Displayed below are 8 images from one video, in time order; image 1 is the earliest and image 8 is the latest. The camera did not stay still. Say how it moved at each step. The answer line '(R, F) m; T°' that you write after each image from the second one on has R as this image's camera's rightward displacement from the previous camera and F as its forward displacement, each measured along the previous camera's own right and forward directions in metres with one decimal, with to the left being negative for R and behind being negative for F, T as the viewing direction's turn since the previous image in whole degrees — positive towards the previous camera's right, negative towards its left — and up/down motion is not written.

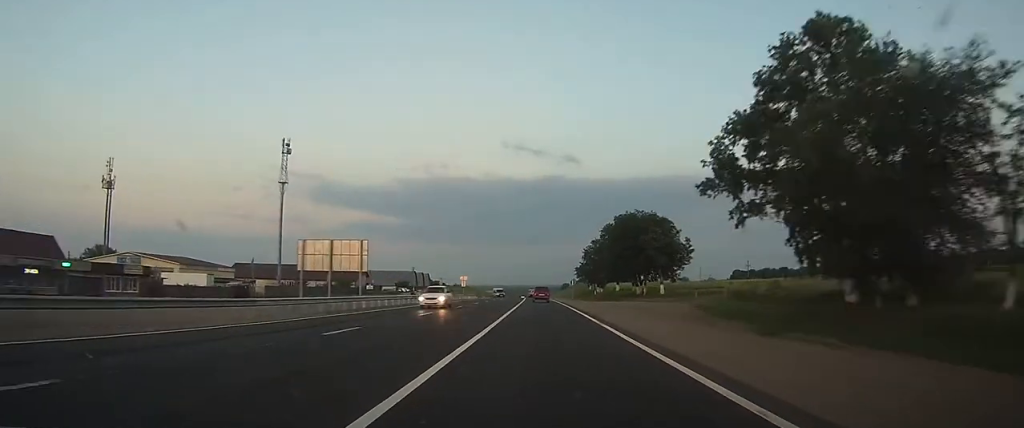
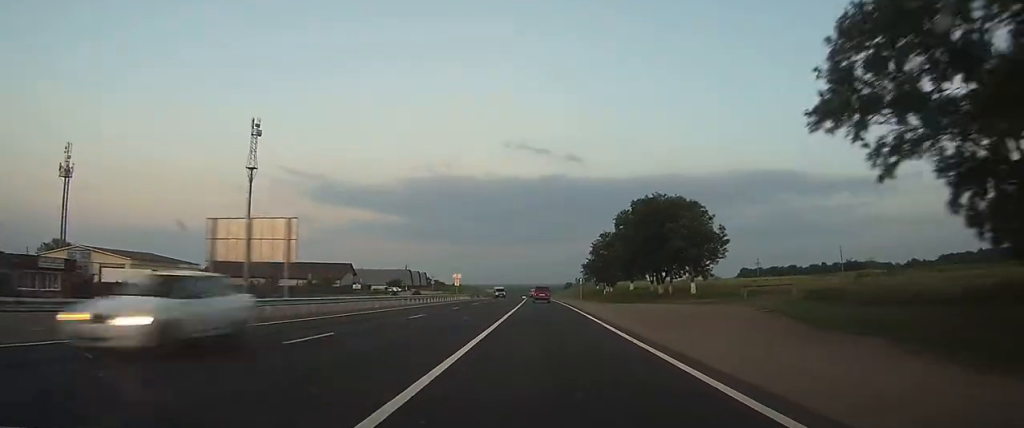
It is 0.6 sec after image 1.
(0.0, +14.5) m; 0°
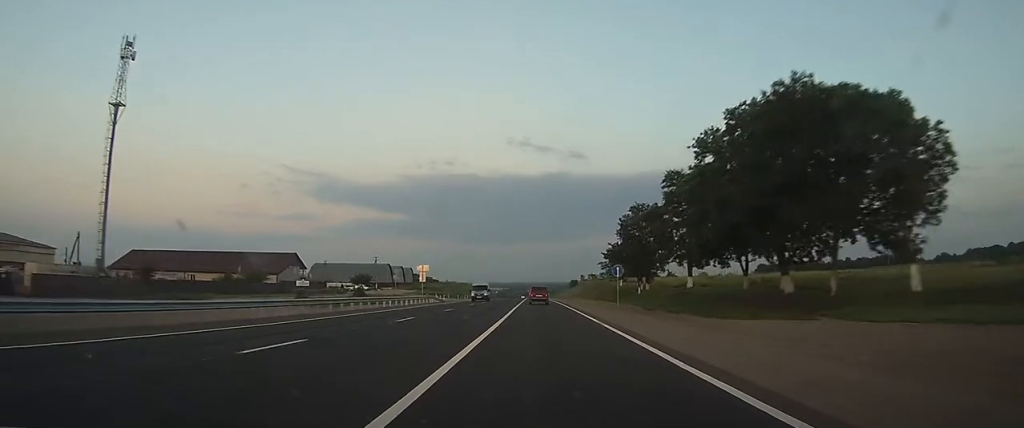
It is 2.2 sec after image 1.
(-0.4, +37.8) m; -1°
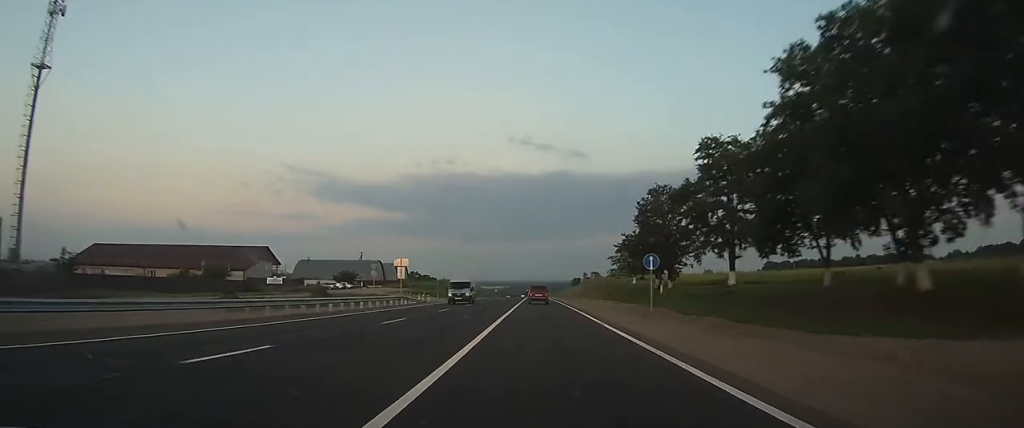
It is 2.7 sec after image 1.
(0.0, +13.6) m; 0°
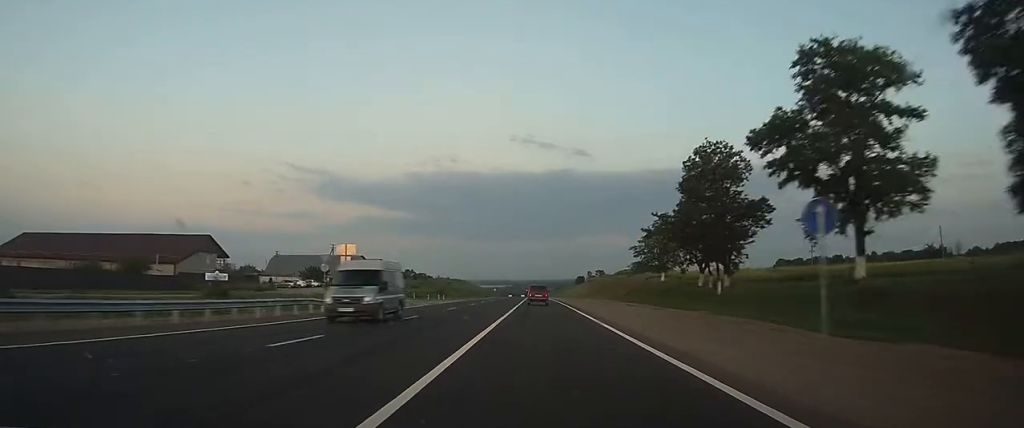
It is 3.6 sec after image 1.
(0.0, +20.8) m; 0°
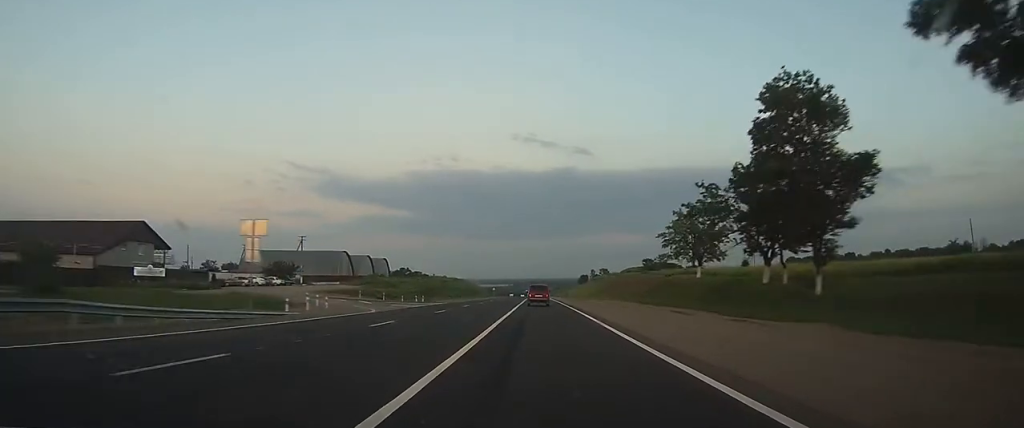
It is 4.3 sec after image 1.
(0.0, +16.8) m; 0°
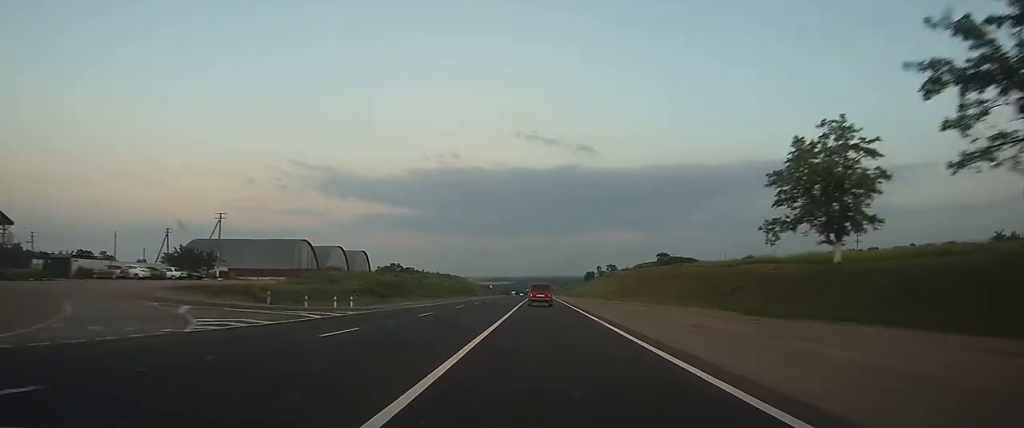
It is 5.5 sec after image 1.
(+0.1, +28.6) m; 0°
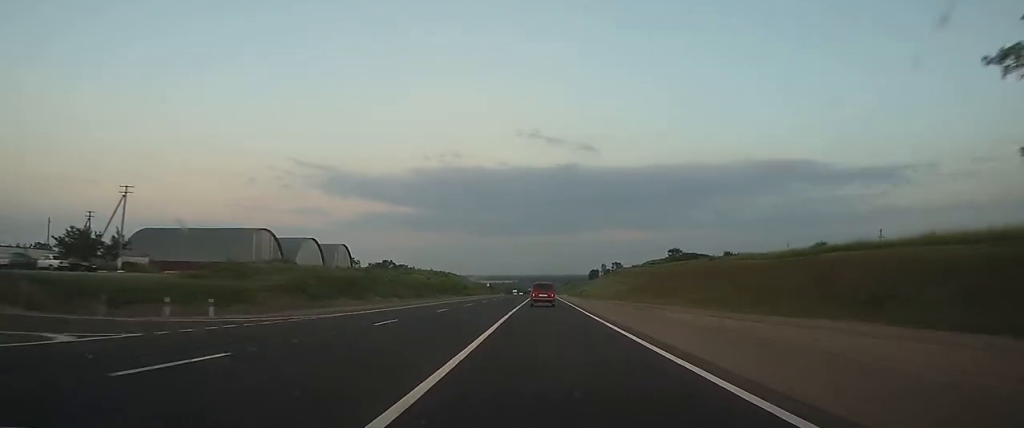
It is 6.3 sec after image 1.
(-0.1, +19.7) m; 0°
